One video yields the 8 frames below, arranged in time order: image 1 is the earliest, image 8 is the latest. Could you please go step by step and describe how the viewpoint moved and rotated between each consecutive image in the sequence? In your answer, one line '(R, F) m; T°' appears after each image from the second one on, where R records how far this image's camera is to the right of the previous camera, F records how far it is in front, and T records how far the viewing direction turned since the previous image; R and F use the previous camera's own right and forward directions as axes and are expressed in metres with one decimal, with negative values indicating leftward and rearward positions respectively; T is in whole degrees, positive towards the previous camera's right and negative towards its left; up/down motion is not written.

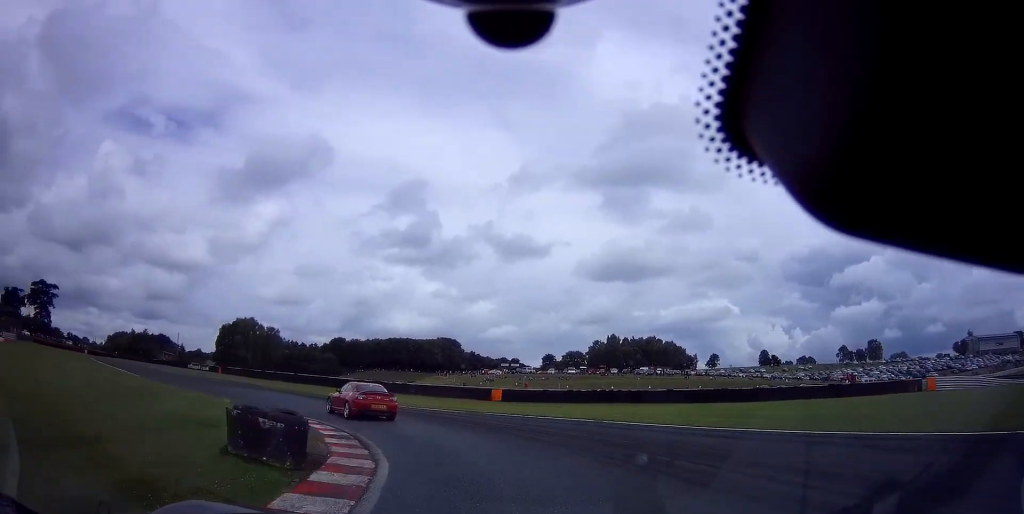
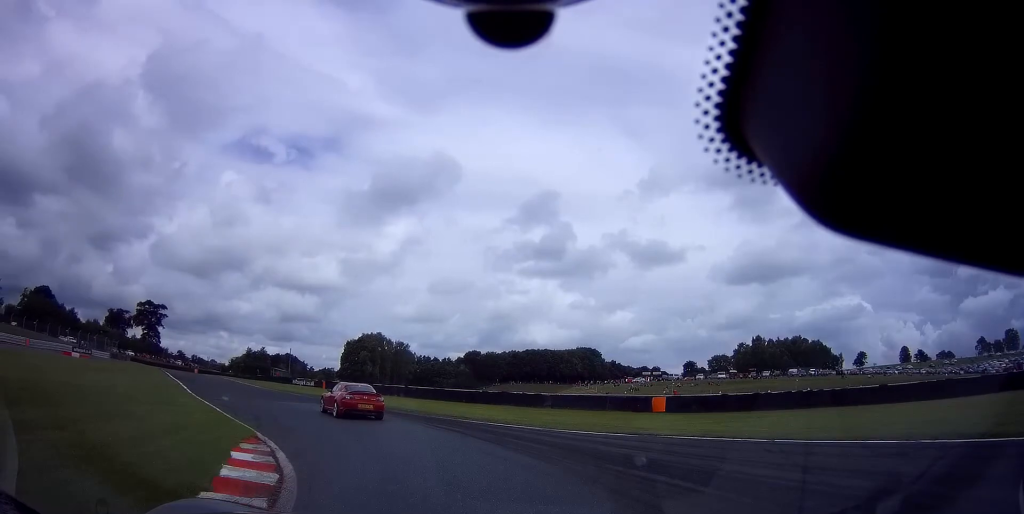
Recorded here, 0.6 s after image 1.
(-1.9, +10.6) m; -13°
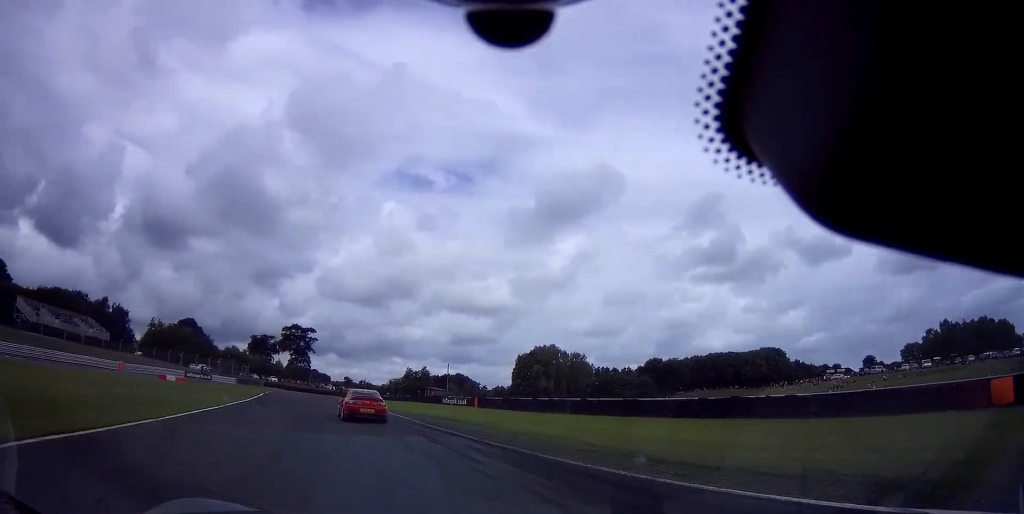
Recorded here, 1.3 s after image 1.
(-2.1, +14.7) m; -17°
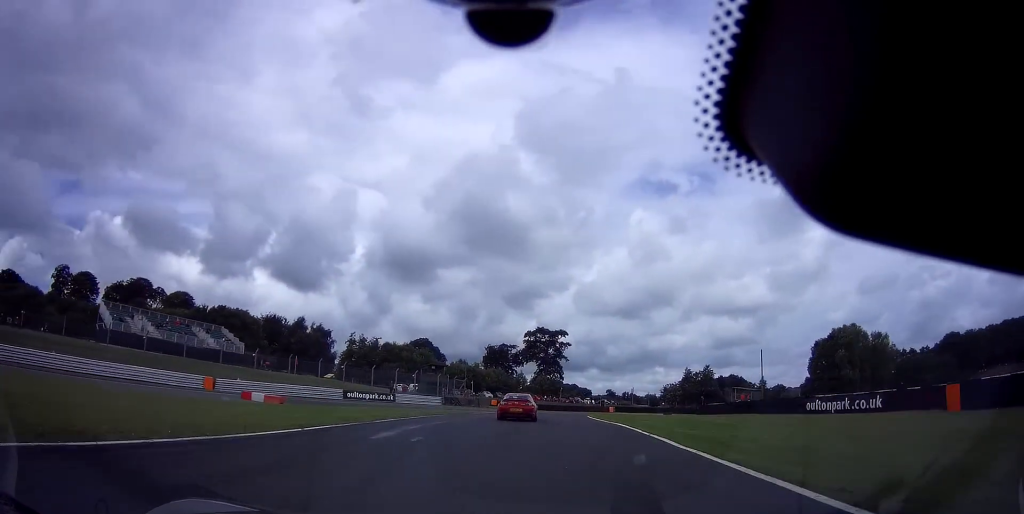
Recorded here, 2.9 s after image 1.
(-9.1, +32.3) m; -24°
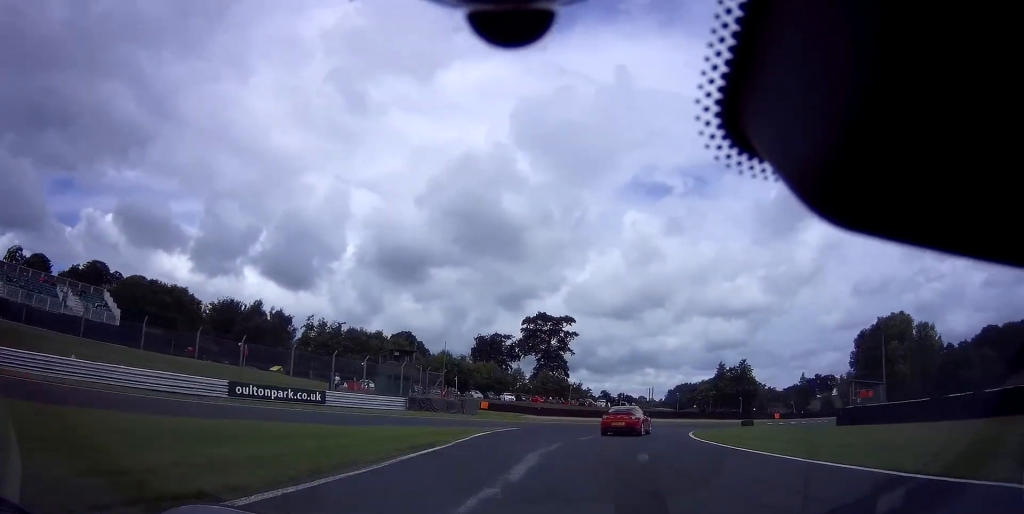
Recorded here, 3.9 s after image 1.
(-0.9, +23.3) m; +4°
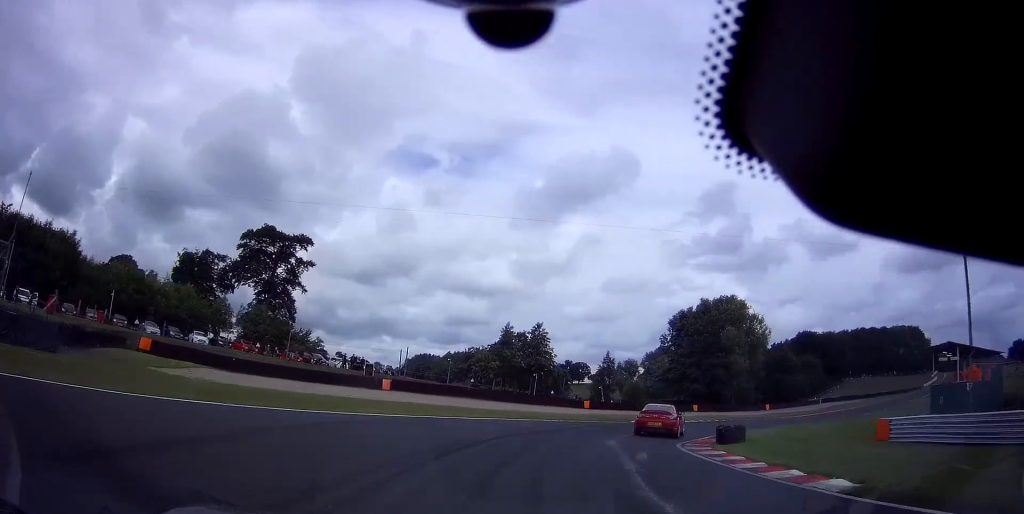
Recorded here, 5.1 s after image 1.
(+4.3, +29.7) m; +23°
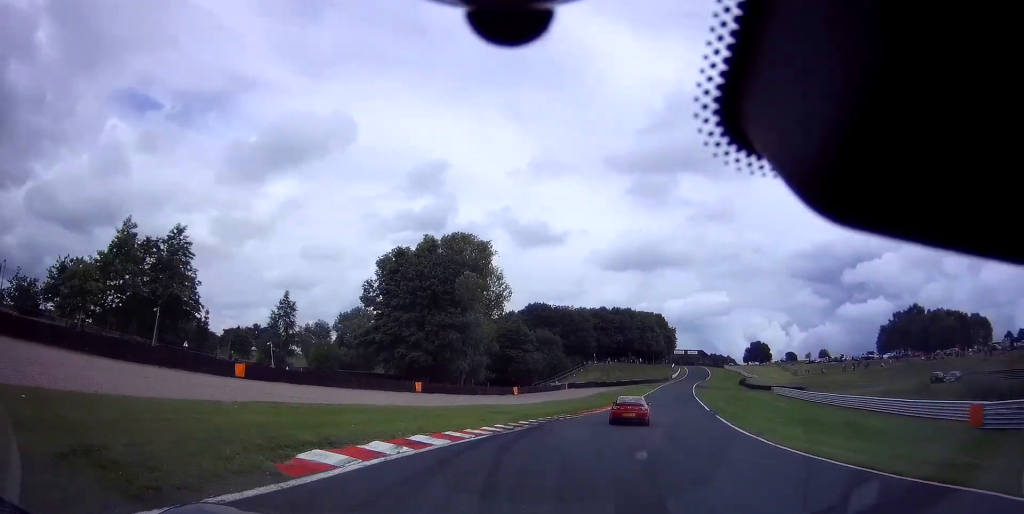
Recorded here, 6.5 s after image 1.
(+10.1, +29.3) m; +32°
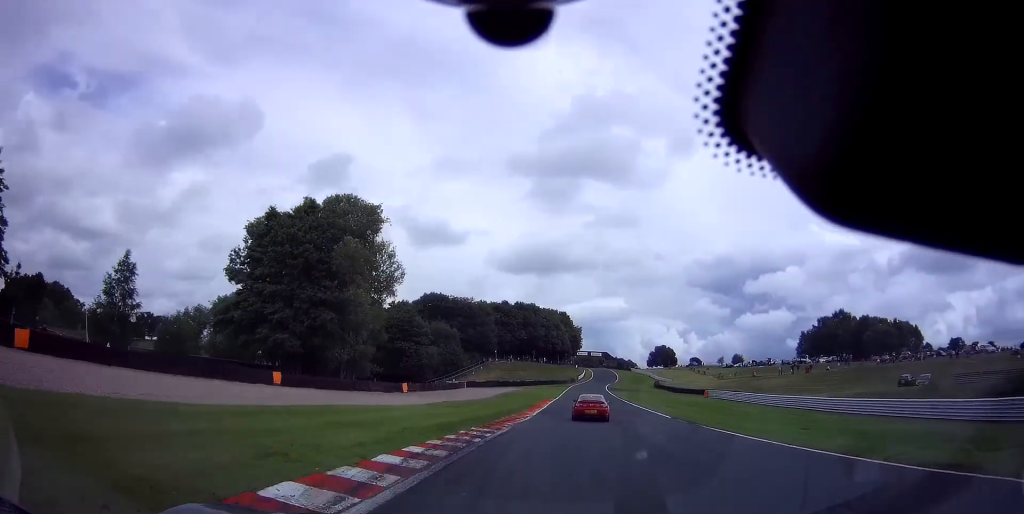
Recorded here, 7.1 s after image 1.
(+0.9, +12.9) m; +11°
